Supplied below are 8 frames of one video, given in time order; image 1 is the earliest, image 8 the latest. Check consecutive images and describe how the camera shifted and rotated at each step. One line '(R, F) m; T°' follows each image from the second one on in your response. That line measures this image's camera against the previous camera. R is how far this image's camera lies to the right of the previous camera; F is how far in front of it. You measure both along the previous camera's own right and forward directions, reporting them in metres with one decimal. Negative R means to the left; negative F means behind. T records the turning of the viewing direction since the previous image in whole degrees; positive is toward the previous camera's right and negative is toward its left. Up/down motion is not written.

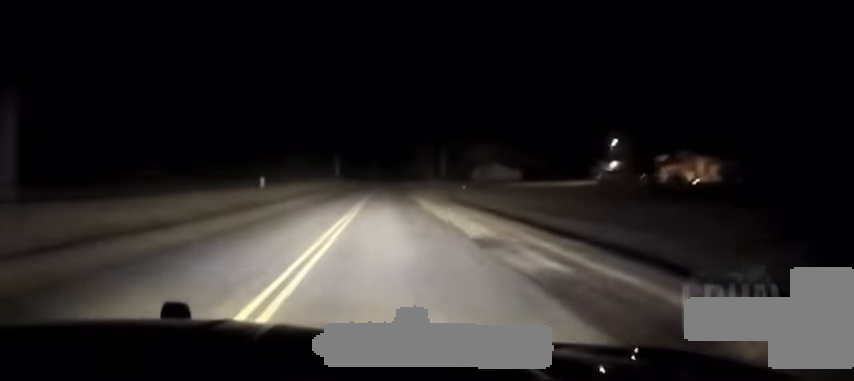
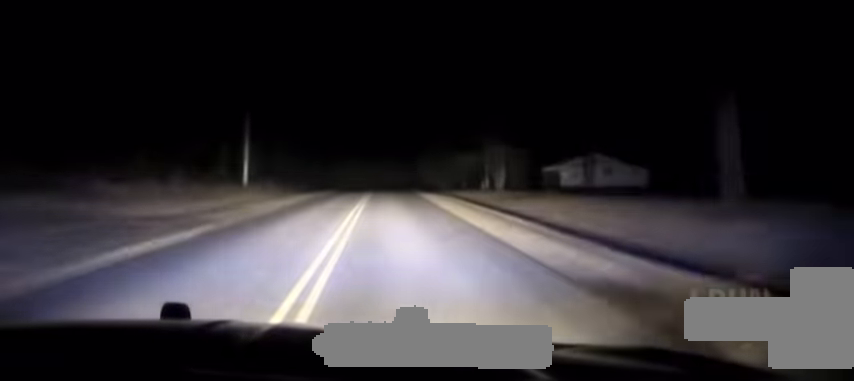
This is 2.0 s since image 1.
(+0.4, +98.2) m; 0°
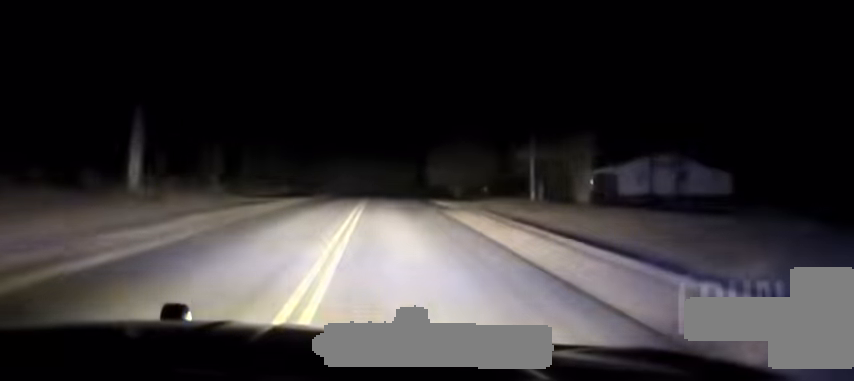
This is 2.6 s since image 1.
(-0.1, +28.2) m; 0°
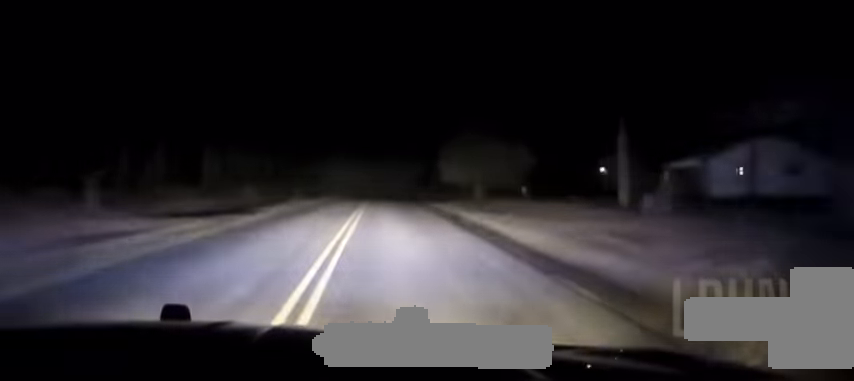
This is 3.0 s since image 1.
(+0.1, +23.9) m; 0°
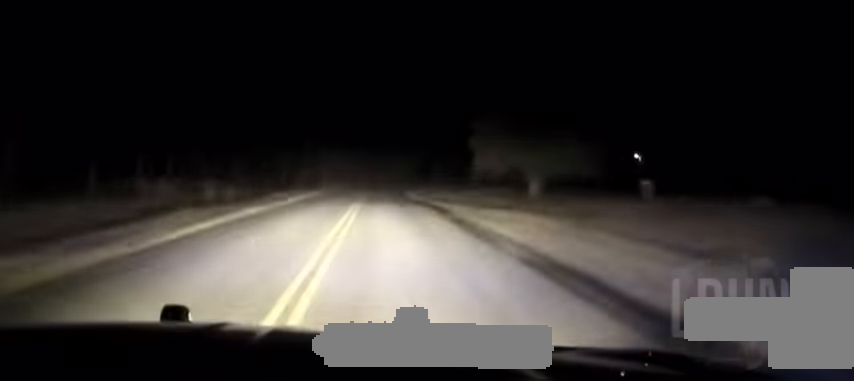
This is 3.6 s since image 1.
(0.0, +29.5) m; 0°
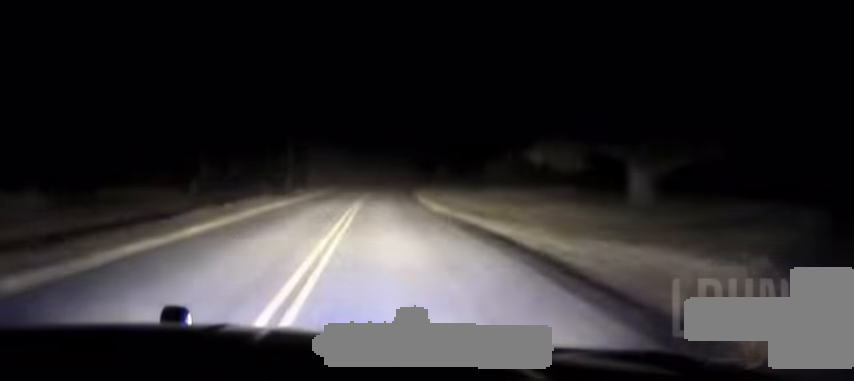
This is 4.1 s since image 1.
(+0.1, +19.8) m; 0°
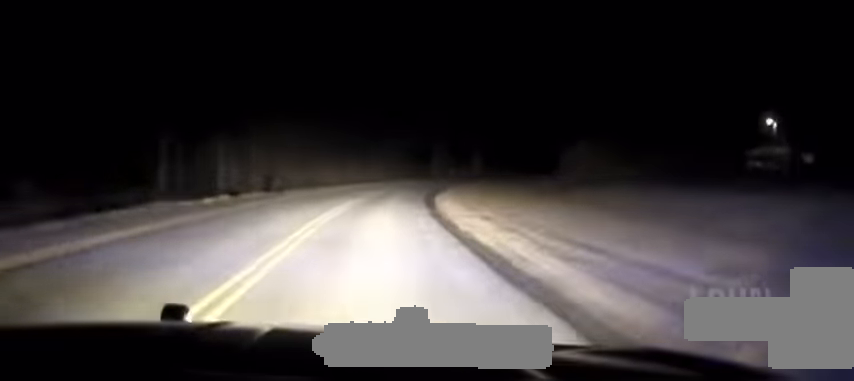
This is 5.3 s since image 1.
(+0.5, +50.0) m; +3°
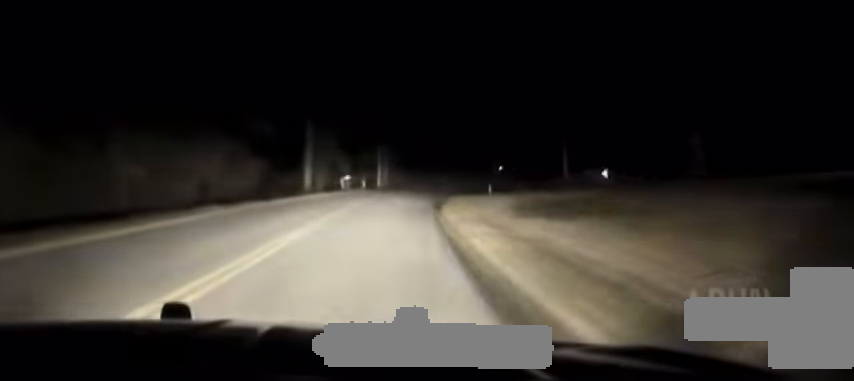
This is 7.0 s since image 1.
(+4.7, +62.3) m; +10°
